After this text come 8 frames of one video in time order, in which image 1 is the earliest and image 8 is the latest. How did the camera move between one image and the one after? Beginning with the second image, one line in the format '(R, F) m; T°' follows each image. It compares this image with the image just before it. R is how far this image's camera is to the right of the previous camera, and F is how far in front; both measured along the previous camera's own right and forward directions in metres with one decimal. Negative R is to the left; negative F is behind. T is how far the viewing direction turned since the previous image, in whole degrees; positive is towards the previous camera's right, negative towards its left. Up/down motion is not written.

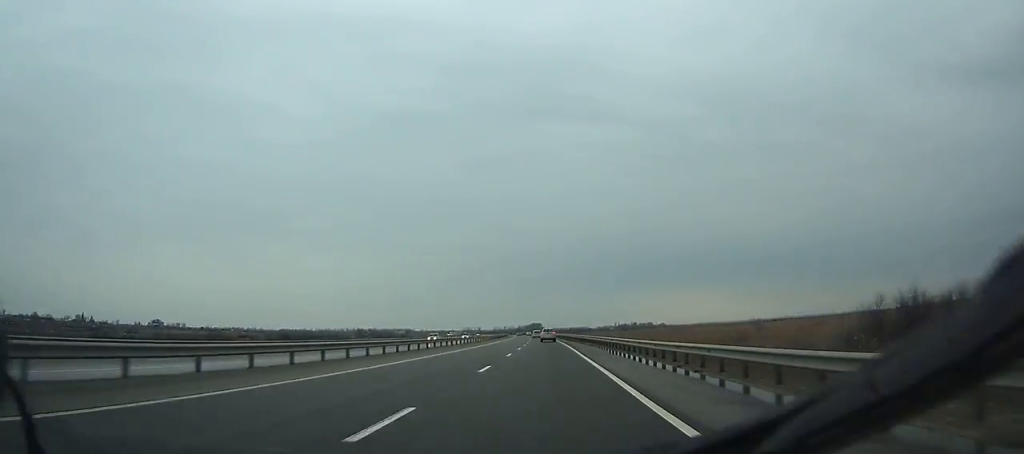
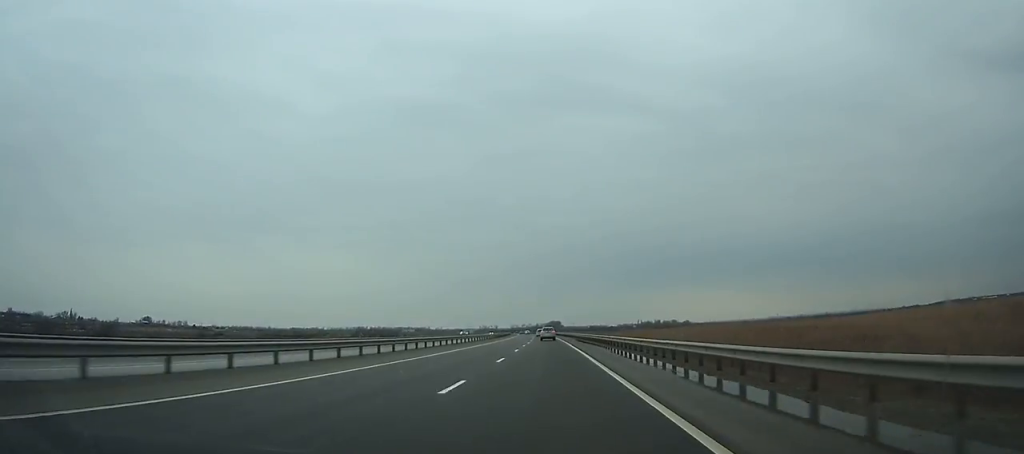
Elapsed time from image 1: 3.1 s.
(-1.1, +79.9) m; -1°
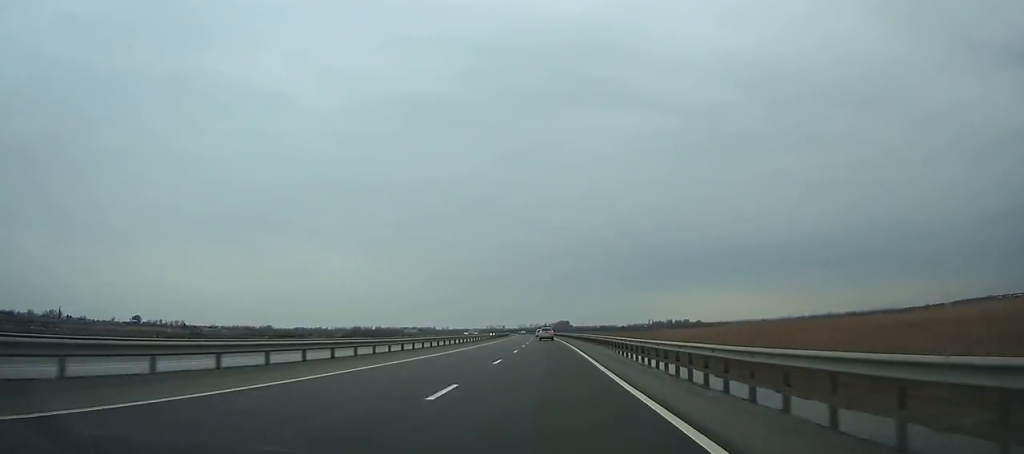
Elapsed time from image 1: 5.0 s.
(-0.1, +48.9) m; -1°
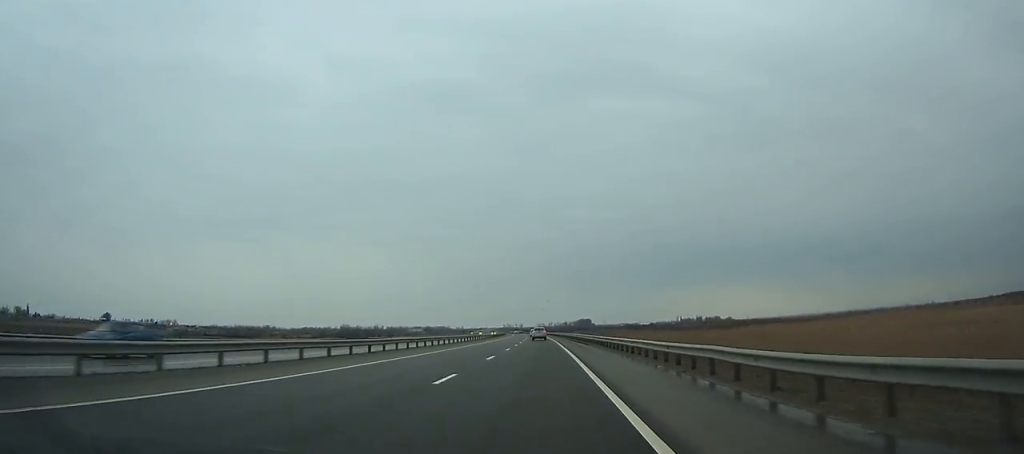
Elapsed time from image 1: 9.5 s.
(-2.8, +116.4) m; -3°
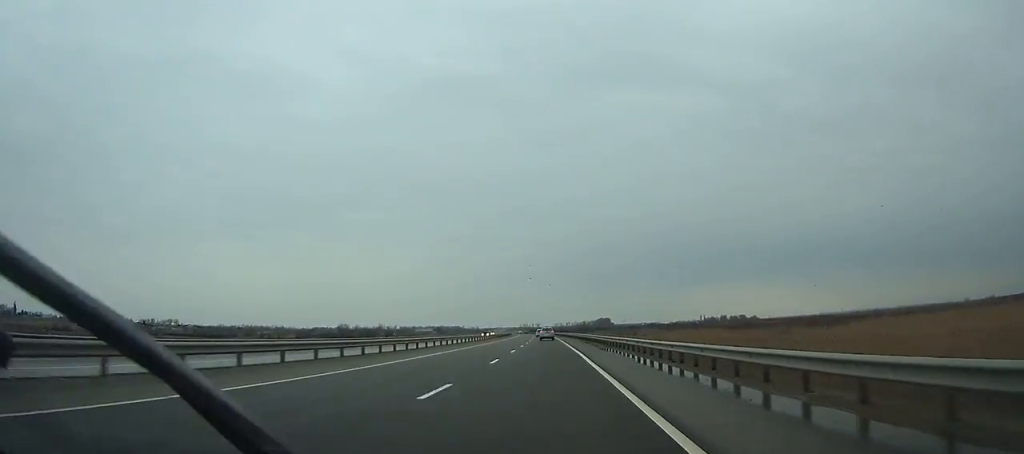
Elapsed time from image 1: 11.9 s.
(-0.8, +62.5) m; -1°
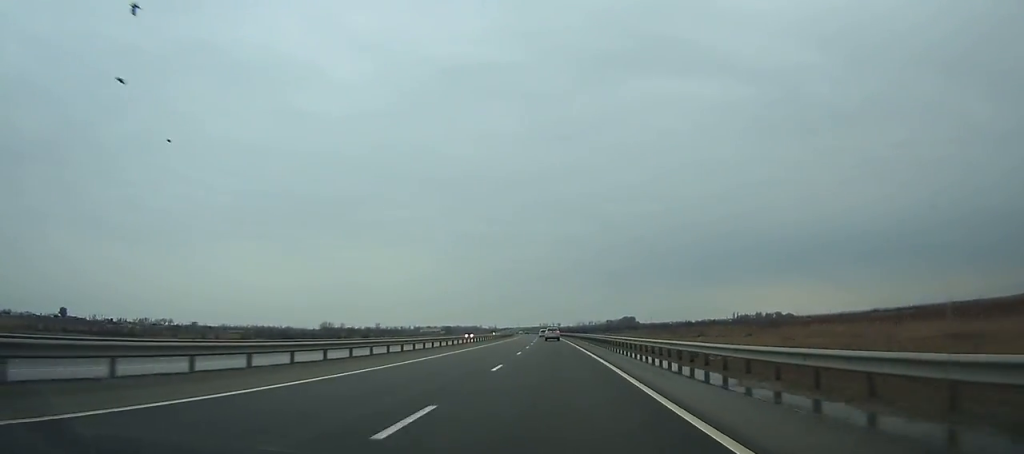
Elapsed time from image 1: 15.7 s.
(-1.5, +99.5) m; -1°
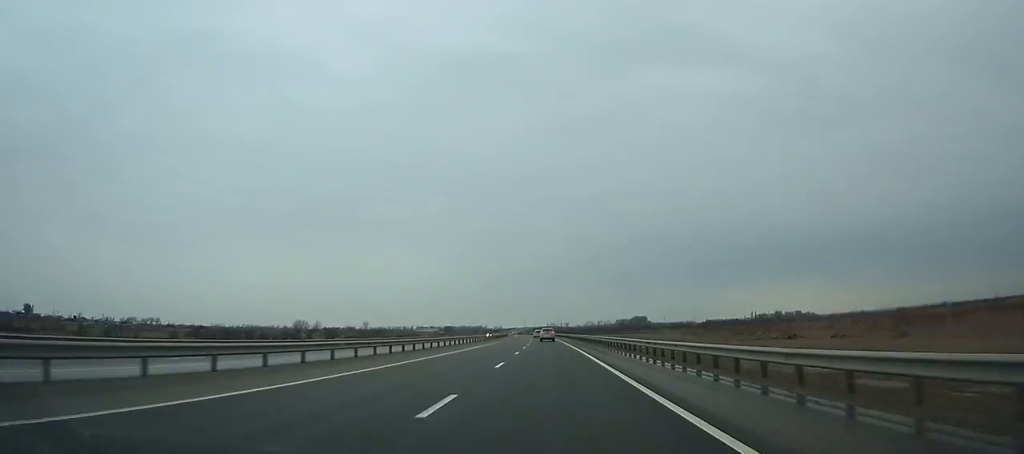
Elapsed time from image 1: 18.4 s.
(-0.6, +71.3) m; -1°
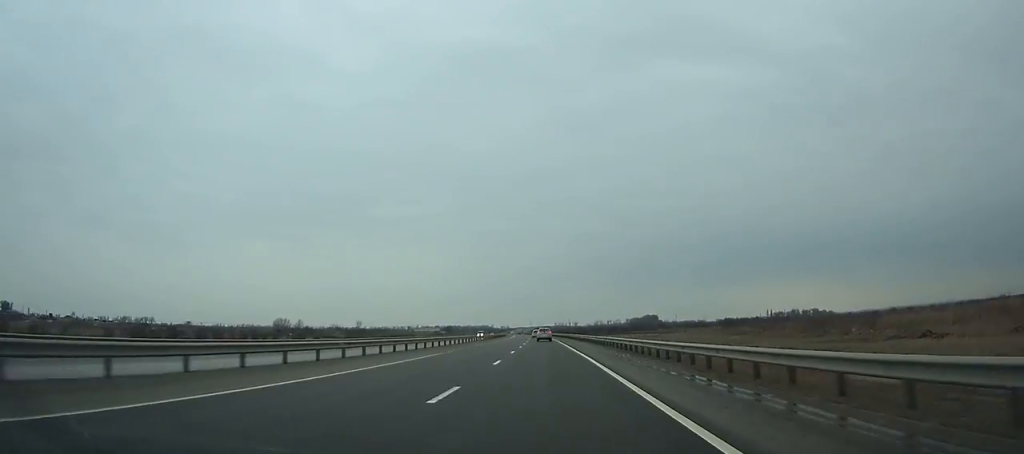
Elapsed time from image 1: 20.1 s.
(0.0, +45.1) m; -1°
